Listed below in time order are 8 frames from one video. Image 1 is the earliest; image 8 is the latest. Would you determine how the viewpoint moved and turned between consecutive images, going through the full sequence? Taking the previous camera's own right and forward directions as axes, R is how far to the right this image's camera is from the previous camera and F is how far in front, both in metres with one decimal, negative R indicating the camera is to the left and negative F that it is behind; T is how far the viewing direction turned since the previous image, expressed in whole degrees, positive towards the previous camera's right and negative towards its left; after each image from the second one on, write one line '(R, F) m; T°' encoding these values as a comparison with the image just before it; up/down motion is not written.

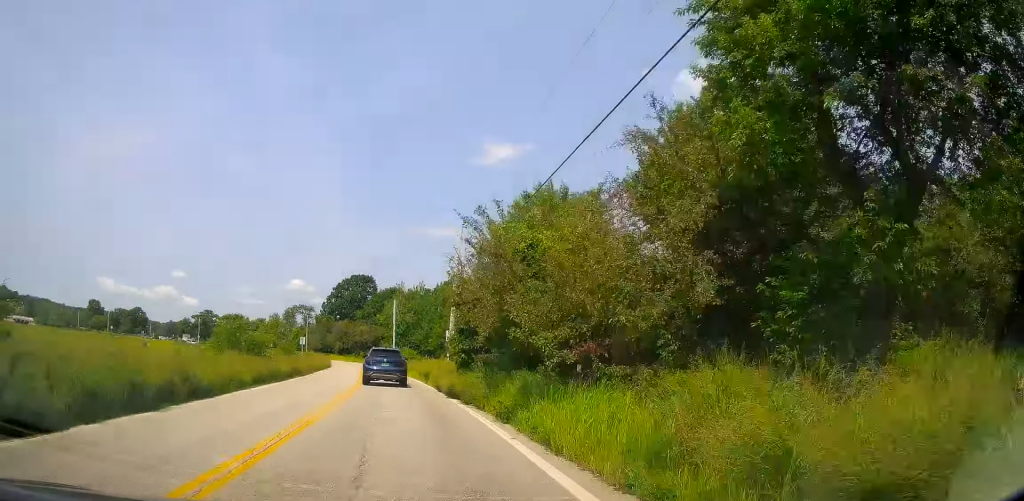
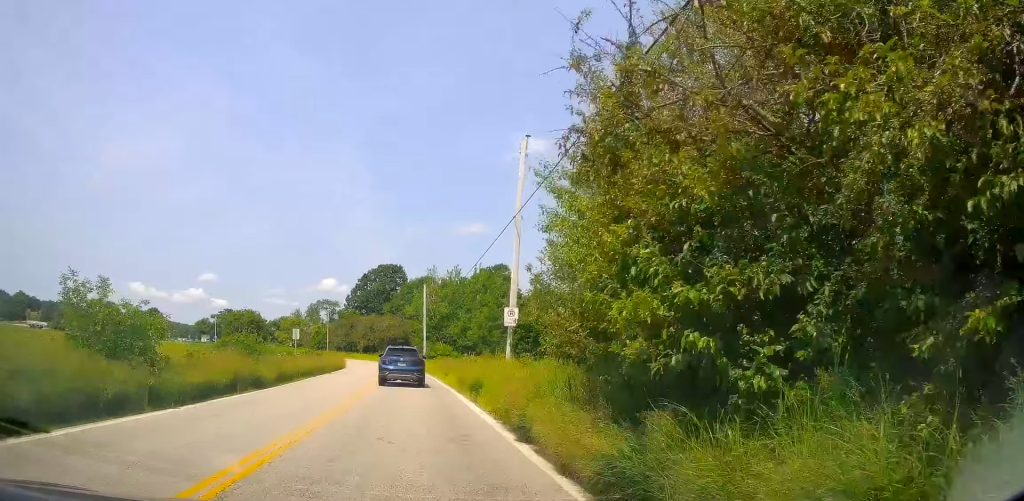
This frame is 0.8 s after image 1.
(-0.6, +13.5) m; -3°
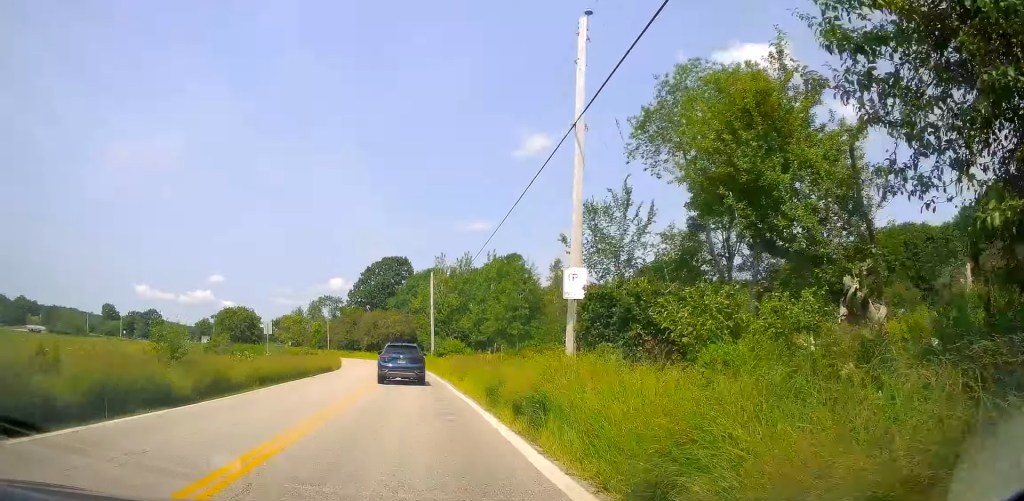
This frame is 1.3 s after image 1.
(0.0, +8.0) m; 0°
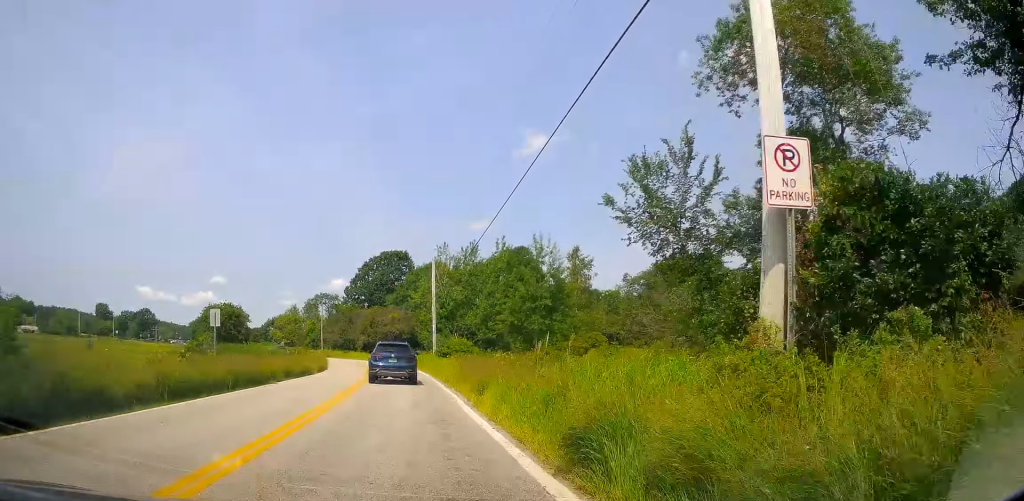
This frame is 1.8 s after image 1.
(0.0, +7.5) m; 0°
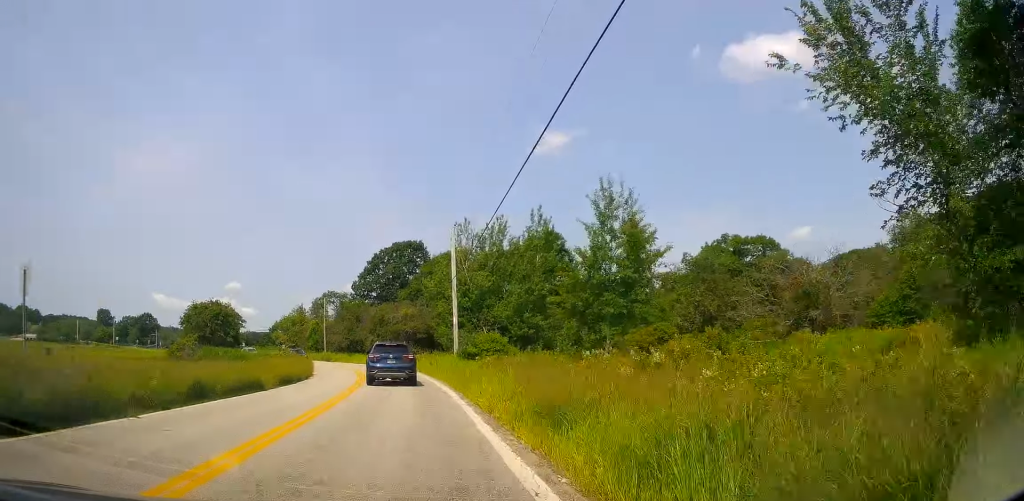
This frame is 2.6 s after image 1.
(0.0, +12.0) m; -1°
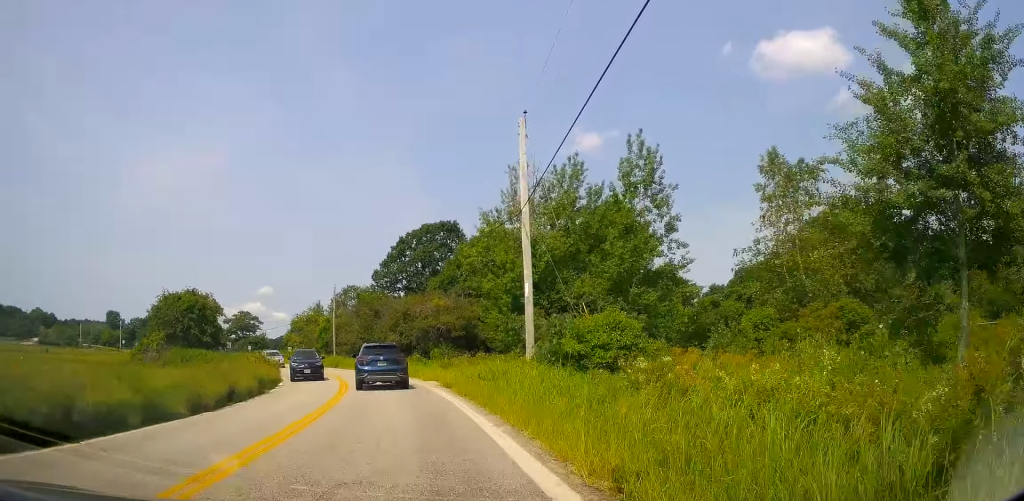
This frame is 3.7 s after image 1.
(-0.5, +17.3) m; -4°
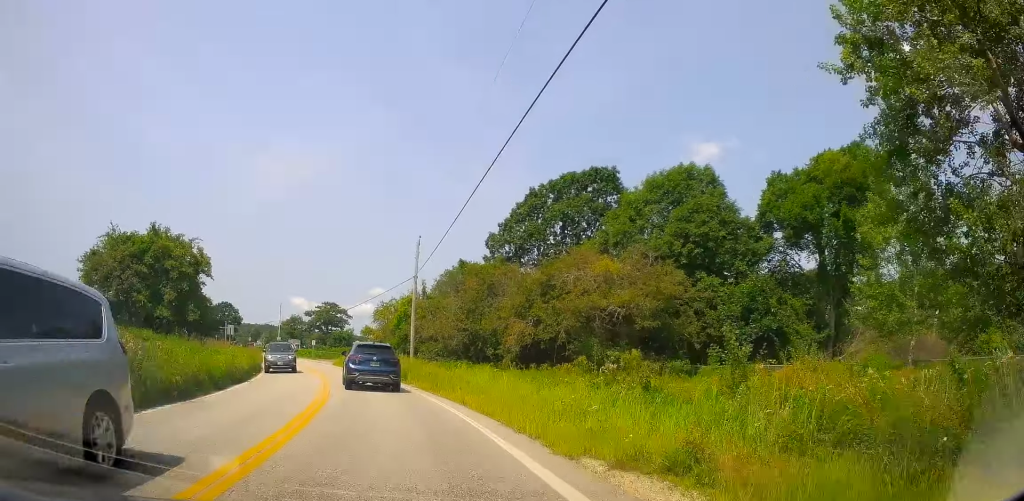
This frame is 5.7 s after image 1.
(-2.1, +28.6) m; -8°
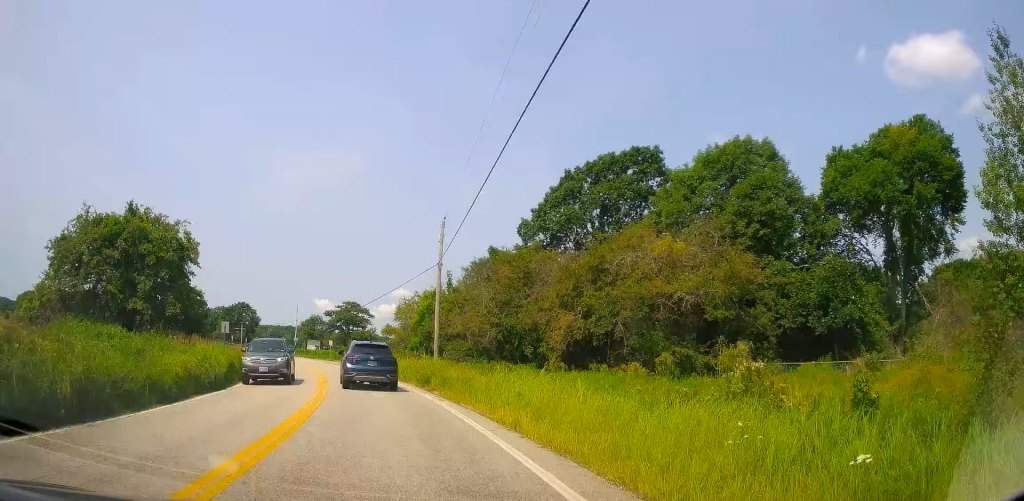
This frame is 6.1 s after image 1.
(-0.1, +5.6) m; -2°
